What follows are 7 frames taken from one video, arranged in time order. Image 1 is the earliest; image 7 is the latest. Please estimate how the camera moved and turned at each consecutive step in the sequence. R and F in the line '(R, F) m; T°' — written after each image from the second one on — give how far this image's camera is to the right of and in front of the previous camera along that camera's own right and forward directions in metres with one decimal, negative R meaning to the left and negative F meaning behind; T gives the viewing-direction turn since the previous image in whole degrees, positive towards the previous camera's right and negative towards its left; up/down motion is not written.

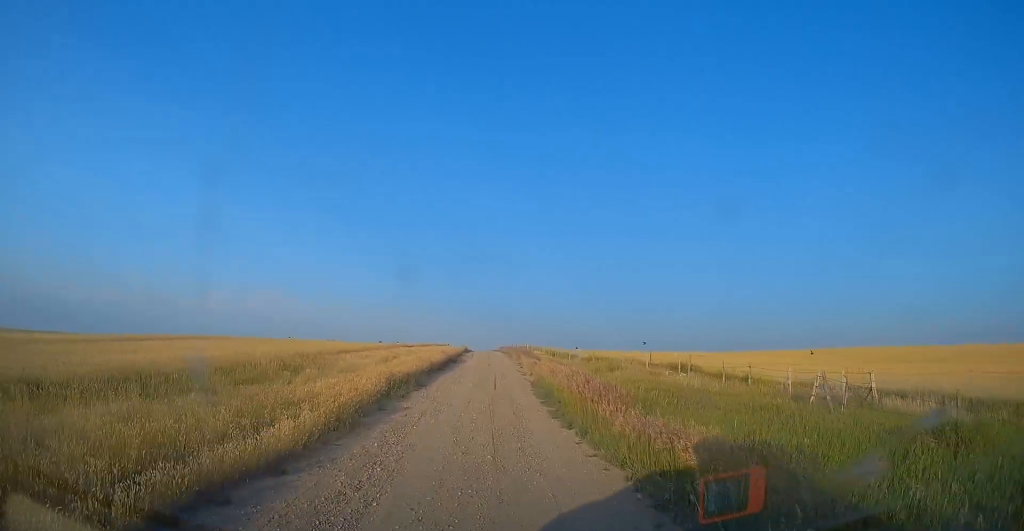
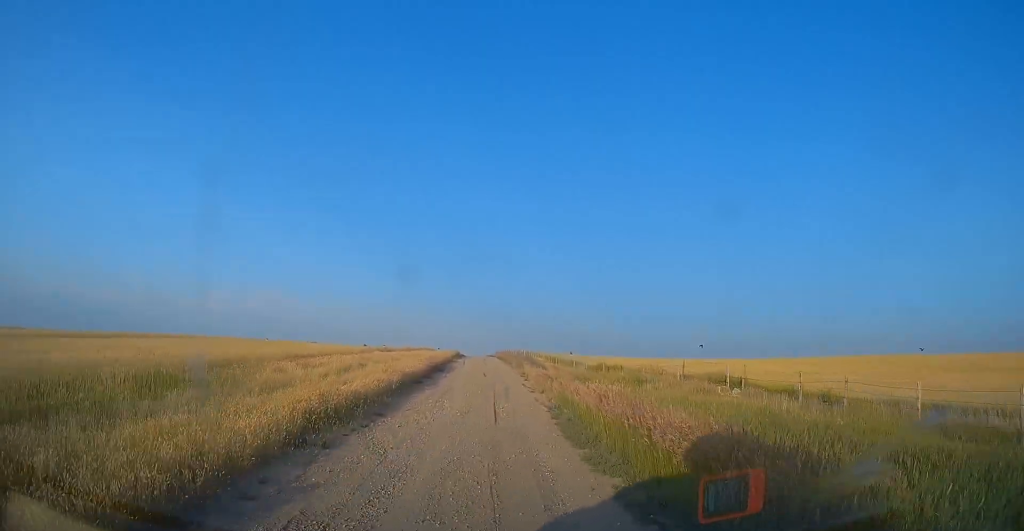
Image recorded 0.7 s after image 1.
(0.0, +7.7) m; 0°
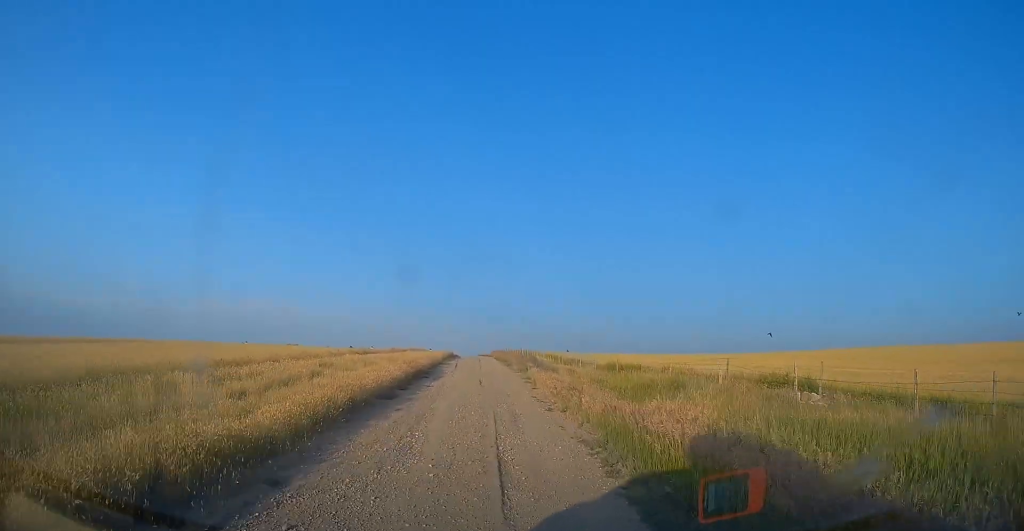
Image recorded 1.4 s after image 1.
(+0.2, +6.5) m; 0°
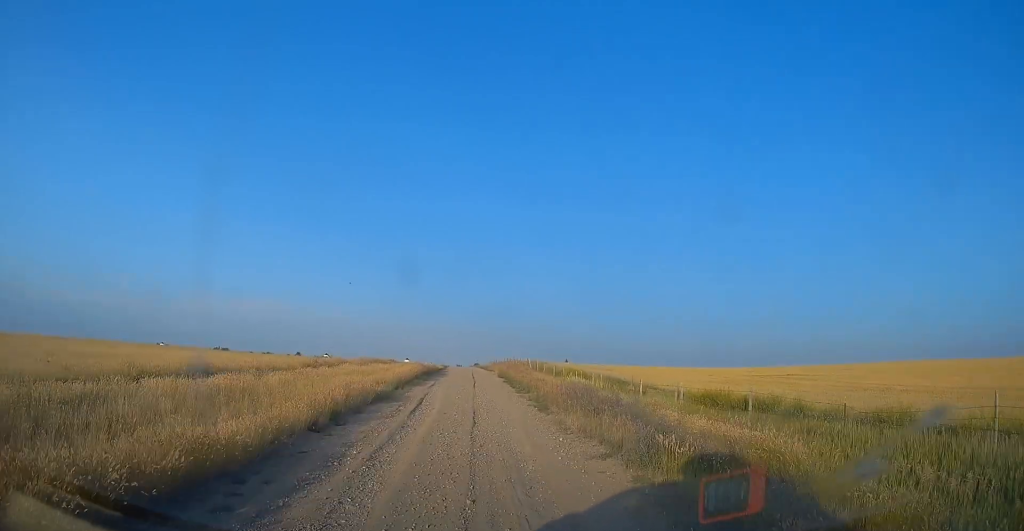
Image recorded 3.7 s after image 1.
(-0.6, +22.7) m; 0°
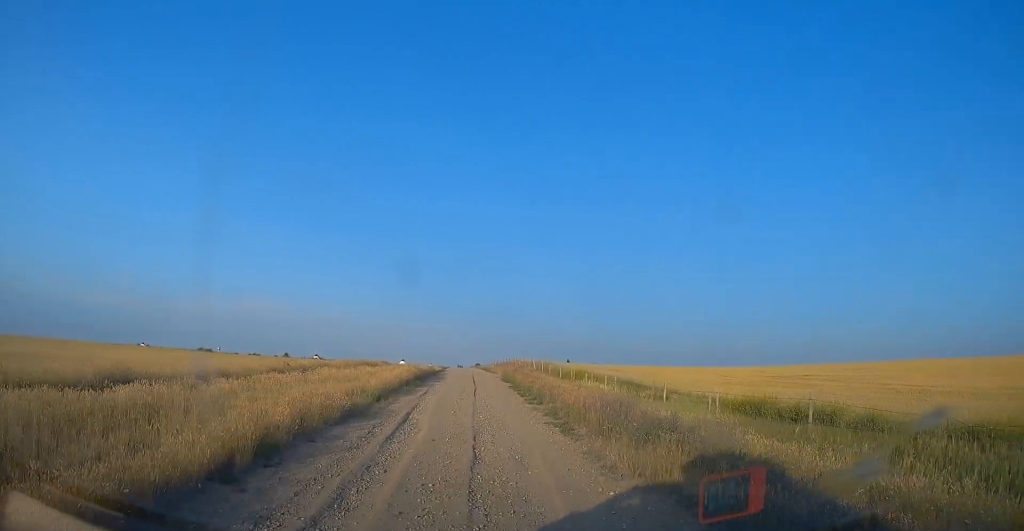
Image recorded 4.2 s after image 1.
(+0.2, +4.2) m; 0°
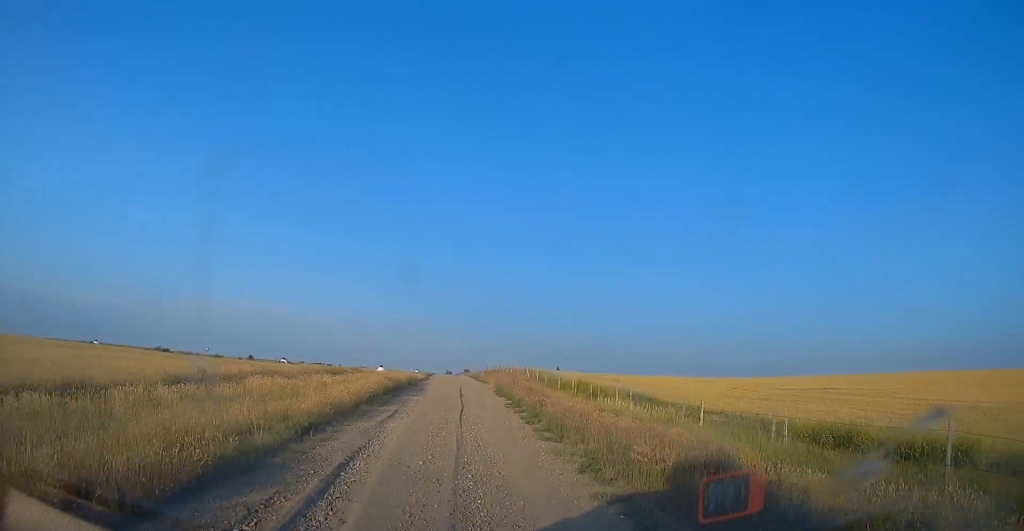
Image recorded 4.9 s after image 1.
(-0.2, +6.5) m; +1°
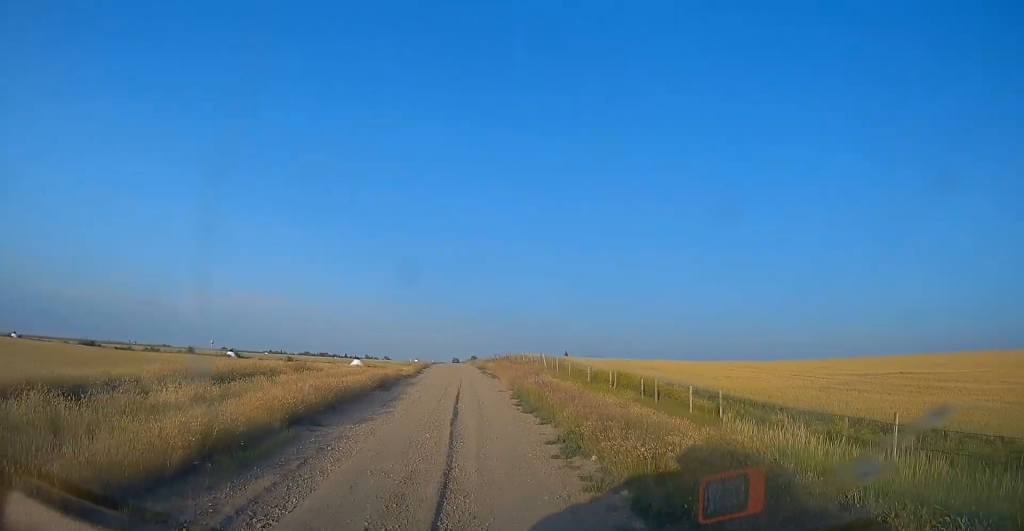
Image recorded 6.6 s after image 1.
(+0.3, +11.9) m; +1°
